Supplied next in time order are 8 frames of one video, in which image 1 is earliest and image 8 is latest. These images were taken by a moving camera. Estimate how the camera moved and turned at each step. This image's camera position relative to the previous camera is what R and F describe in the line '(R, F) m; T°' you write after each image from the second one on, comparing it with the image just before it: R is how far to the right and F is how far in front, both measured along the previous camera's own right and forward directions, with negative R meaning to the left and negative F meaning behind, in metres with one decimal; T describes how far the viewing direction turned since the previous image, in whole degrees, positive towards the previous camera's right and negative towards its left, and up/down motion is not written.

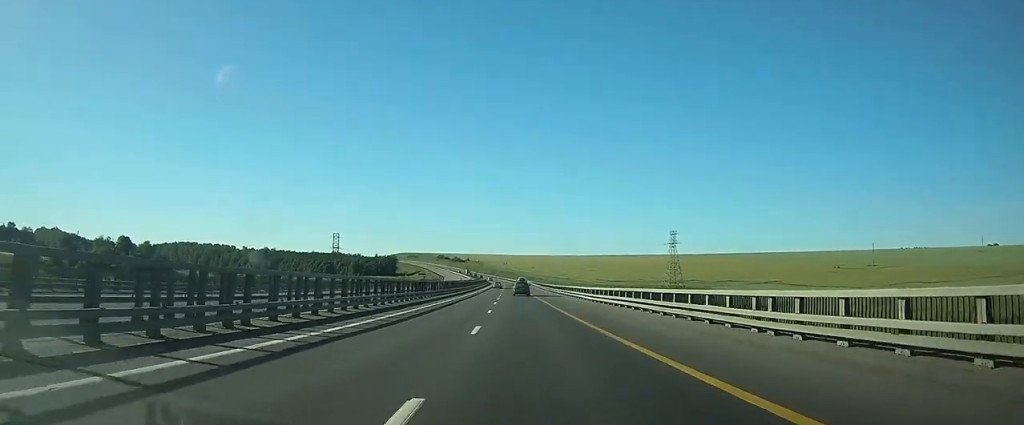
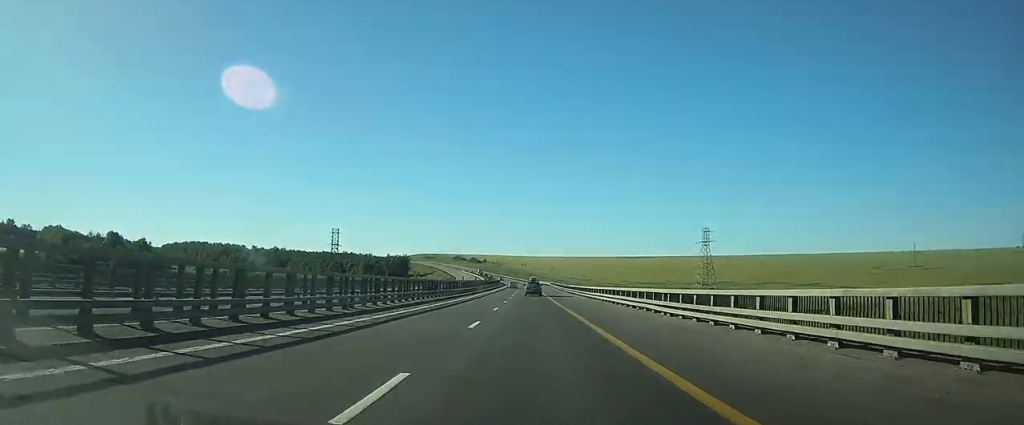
(-0.5, +22.8) m; -2°
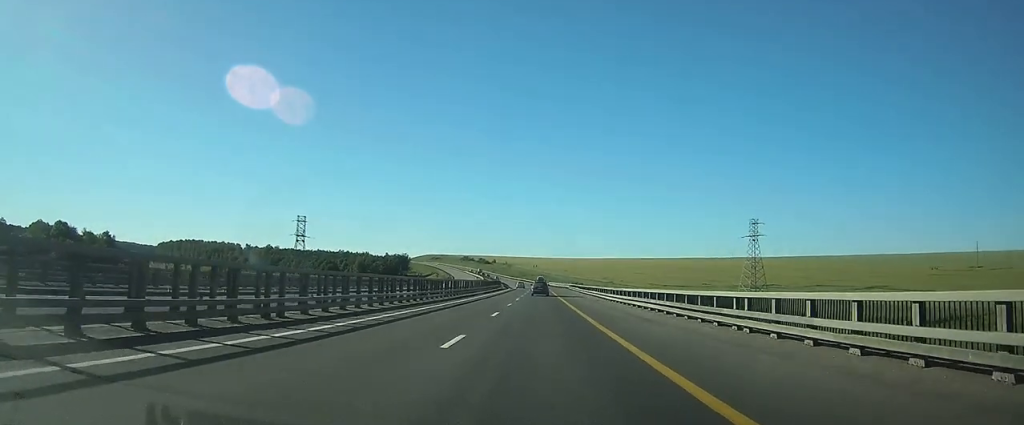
(-0.7, +42.2) m; -2°
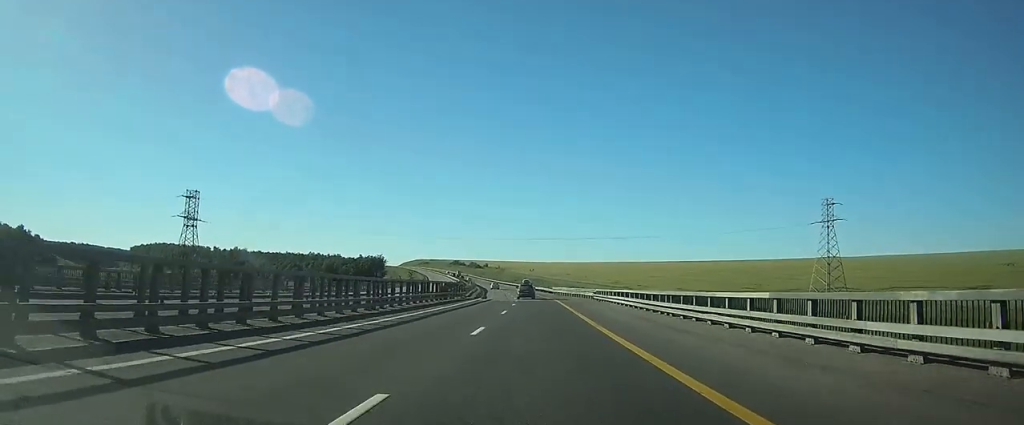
(-1.0, +56.5) m; -1°
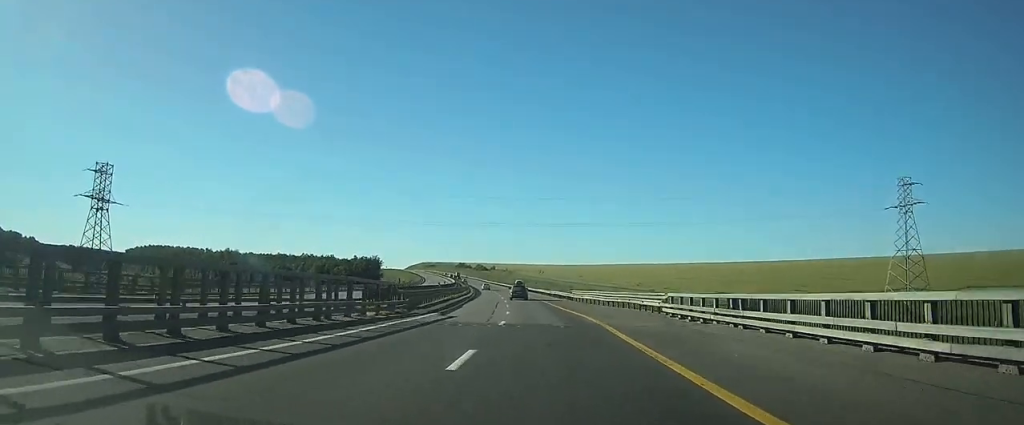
(0.0, +30.7) m; -1°
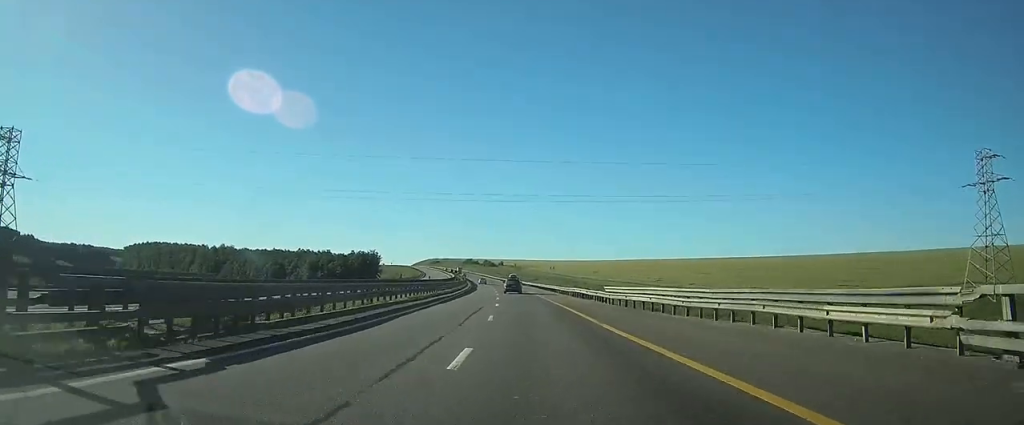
(-0.1, +22.5) m; -1°
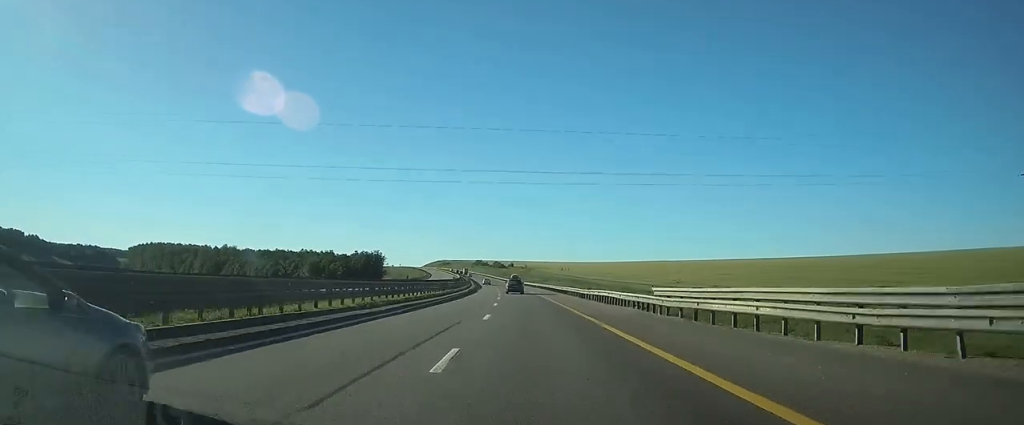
(-0.1, +12.7) m; 0°
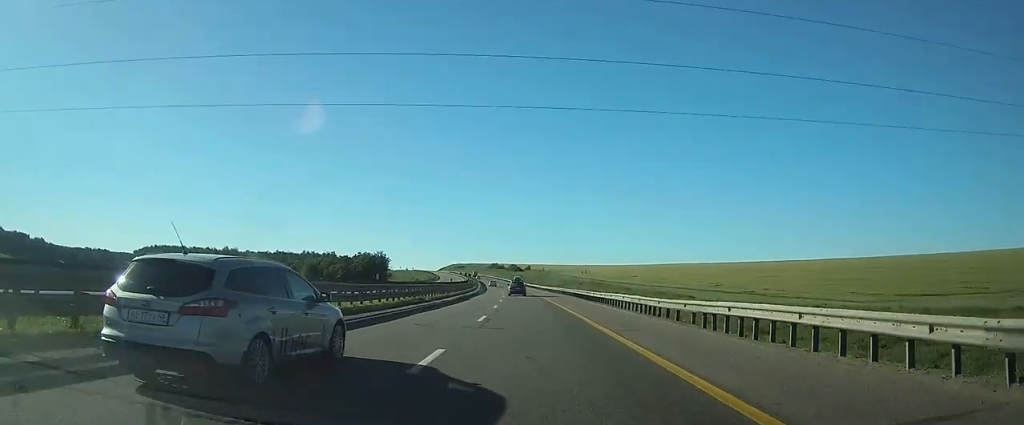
(0.0, +24.2) m; -1°
